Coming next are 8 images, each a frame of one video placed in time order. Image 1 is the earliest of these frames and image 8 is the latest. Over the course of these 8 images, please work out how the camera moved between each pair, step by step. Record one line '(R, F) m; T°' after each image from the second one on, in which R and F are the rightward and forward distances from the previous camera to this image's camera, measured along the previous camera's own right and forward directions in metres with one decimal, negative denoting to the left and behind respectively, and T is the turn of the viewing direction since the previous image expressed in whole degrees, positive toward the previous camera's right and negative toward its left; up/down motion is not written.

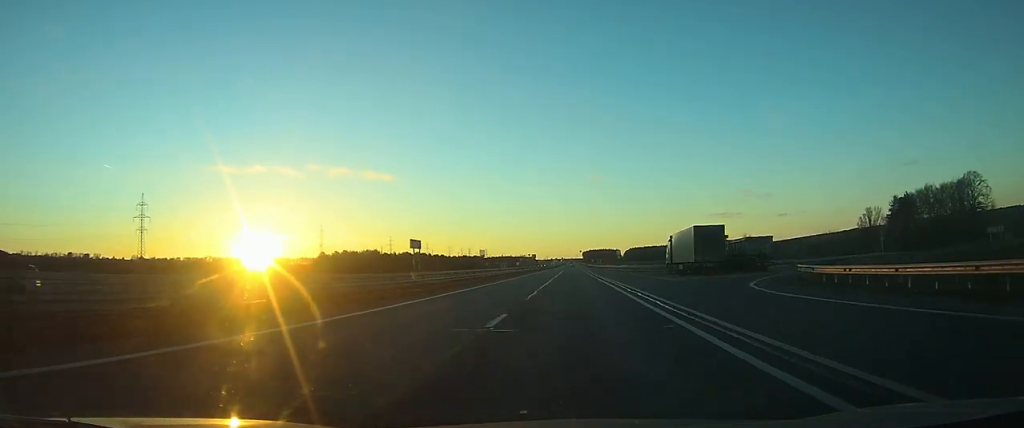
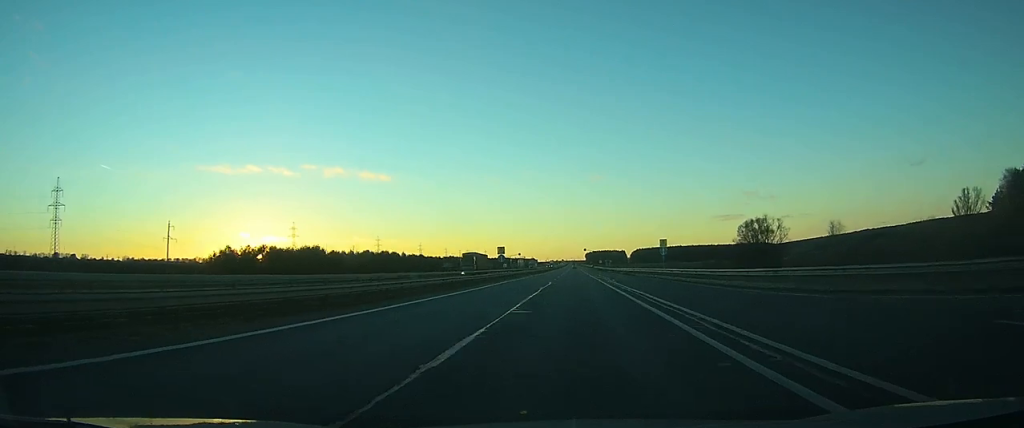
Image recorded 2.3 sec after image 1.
(0.0, +74.9) m; 0°
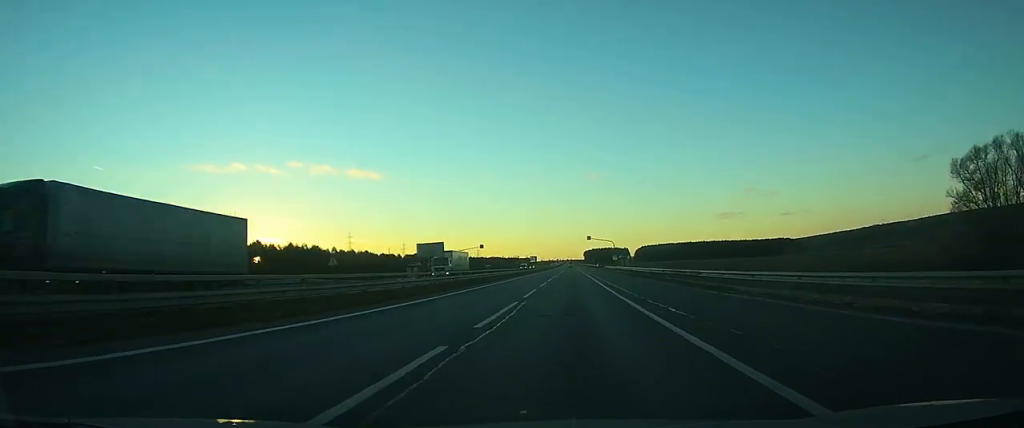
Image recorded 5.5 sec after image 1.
(-0.2, +99.2) m; 0°
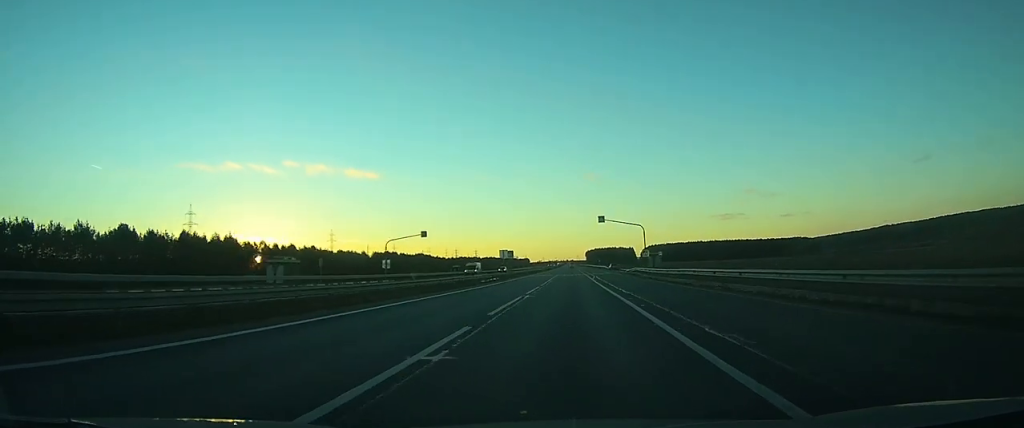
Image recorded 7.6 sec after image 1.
(0.0, +58.0) m; 0°
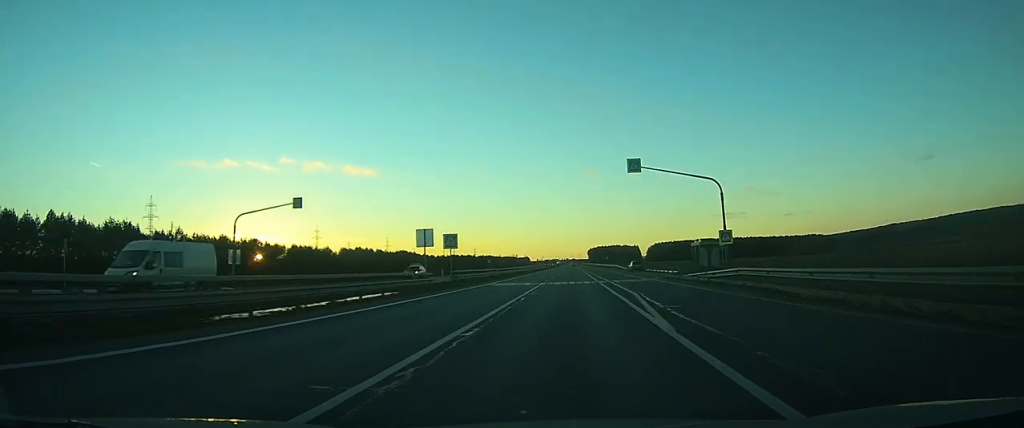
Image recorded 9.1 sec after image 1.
(-0.1, +41.9) m; 0°
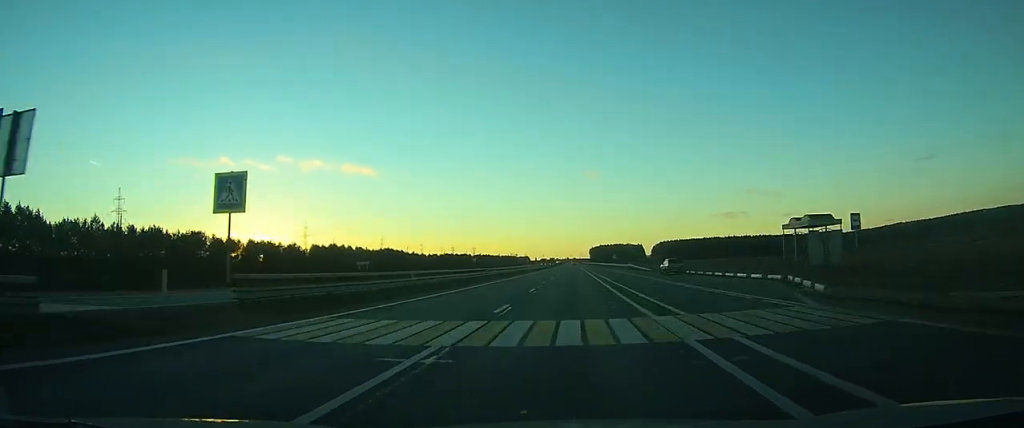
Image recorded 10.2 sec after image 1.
(-0.1, +29.0) m; 0°
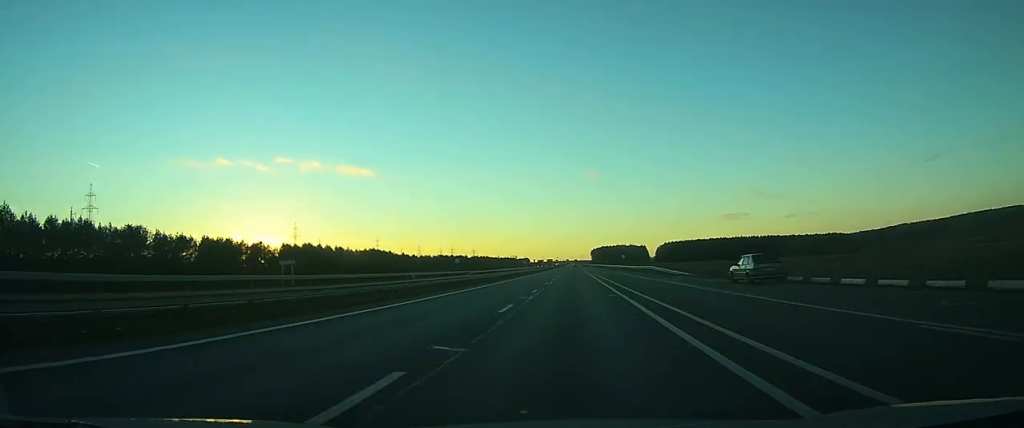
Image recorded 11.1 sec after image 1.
(-0.1, +23.5) m; 0°
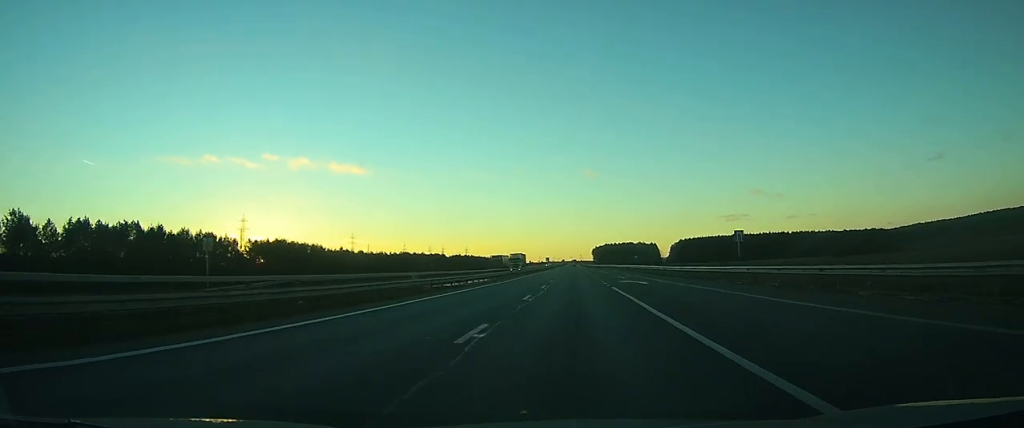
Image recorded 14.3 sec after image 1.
(+0.2, +88.0) m; 0°
